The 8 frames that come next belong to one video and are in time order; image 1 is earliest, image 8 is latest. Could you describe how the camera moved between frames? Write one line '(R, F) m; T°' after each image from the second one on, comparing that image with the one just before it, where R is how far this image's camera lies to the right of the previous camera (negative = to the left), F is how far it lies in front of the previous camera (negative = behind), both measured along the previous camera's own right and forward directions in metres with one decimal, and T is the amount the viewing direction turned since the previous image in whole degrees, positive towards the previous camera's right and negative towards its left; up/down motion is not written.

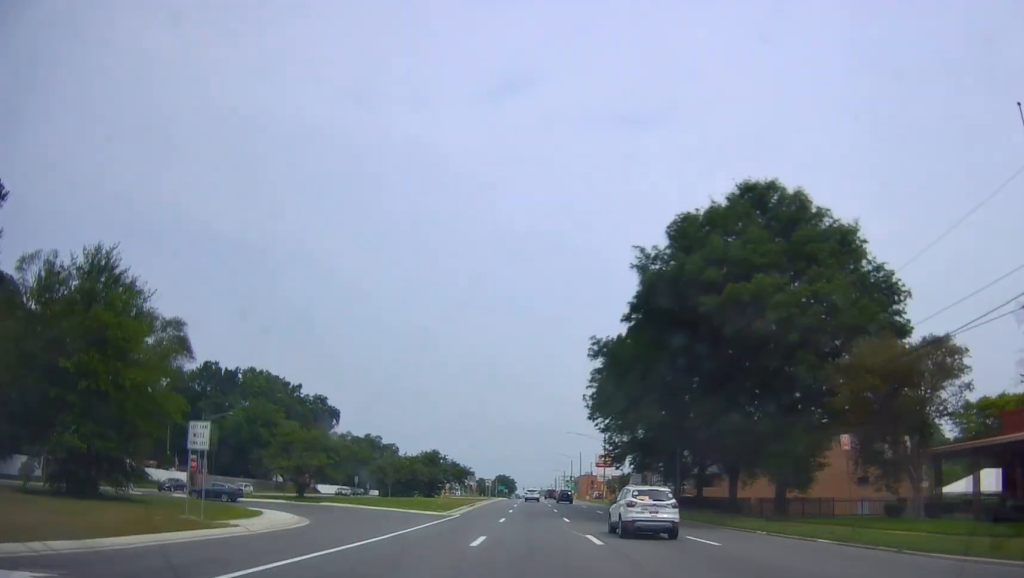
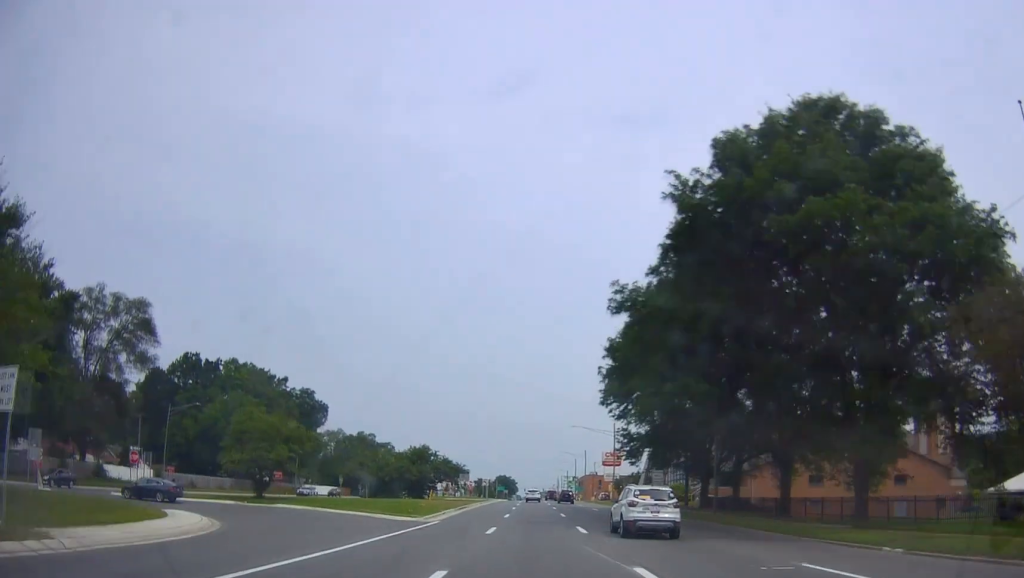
(+0.2, +9.9) m; +1°
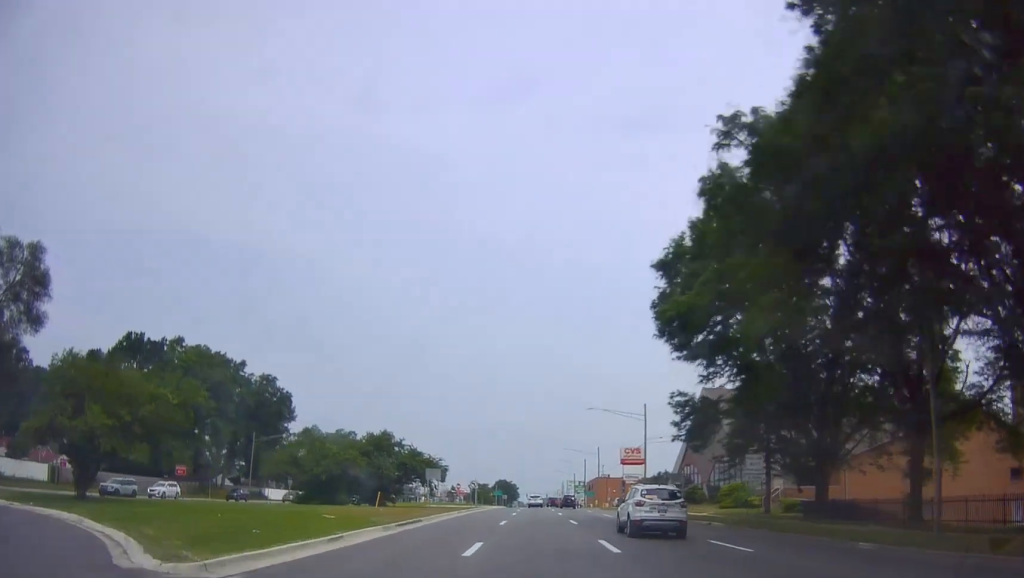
(-0.2, +23.1) m; -1°
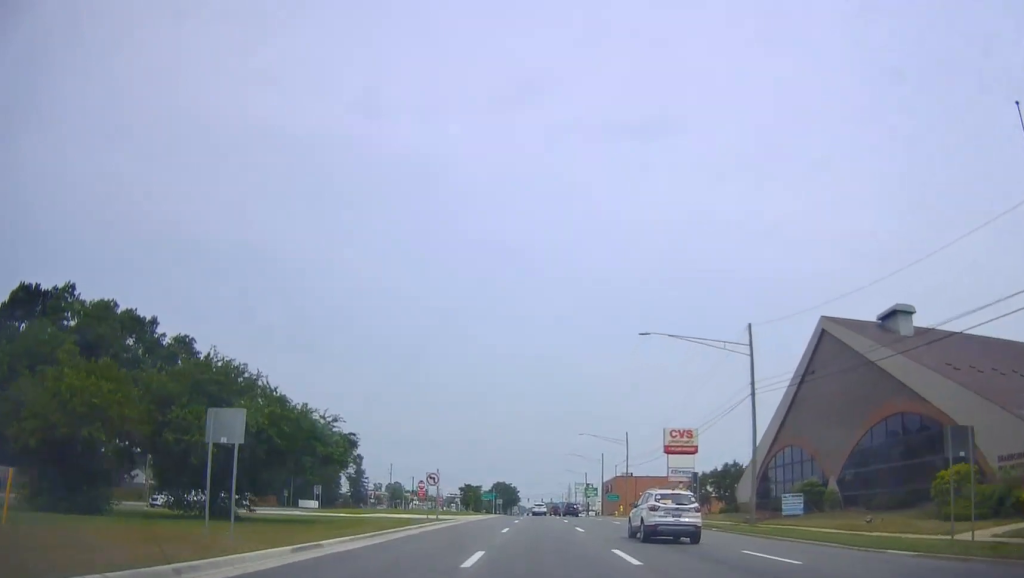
(+0.1, +32.7) m; -1°
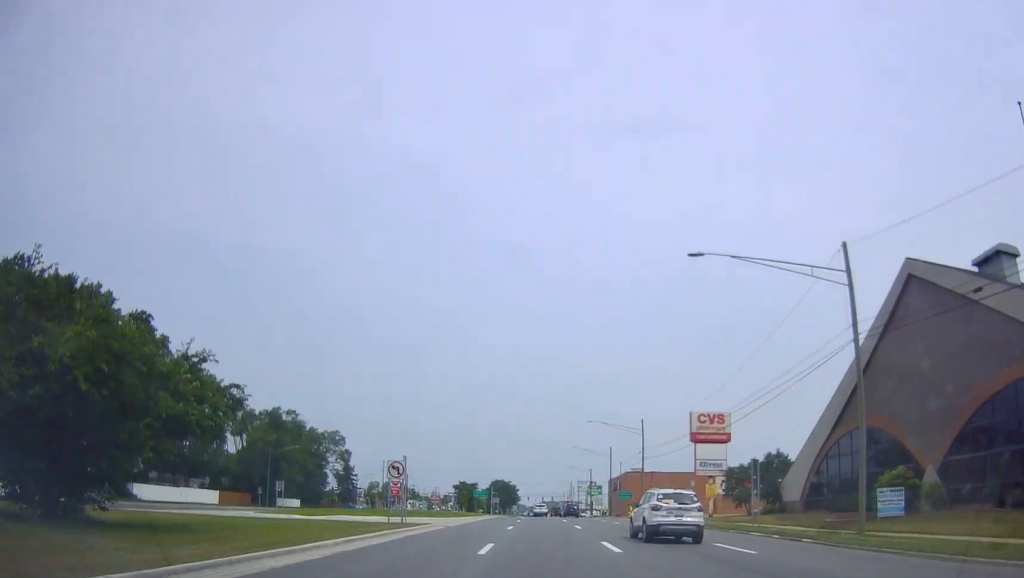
(-0.5, +11.9) m; 0°
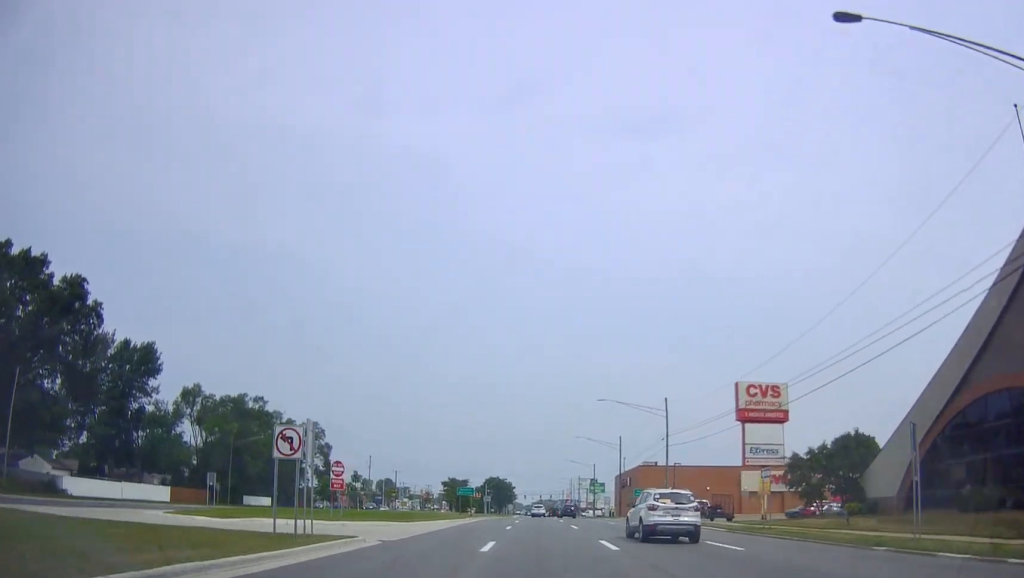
(+0.1, +14.3) m; +1°
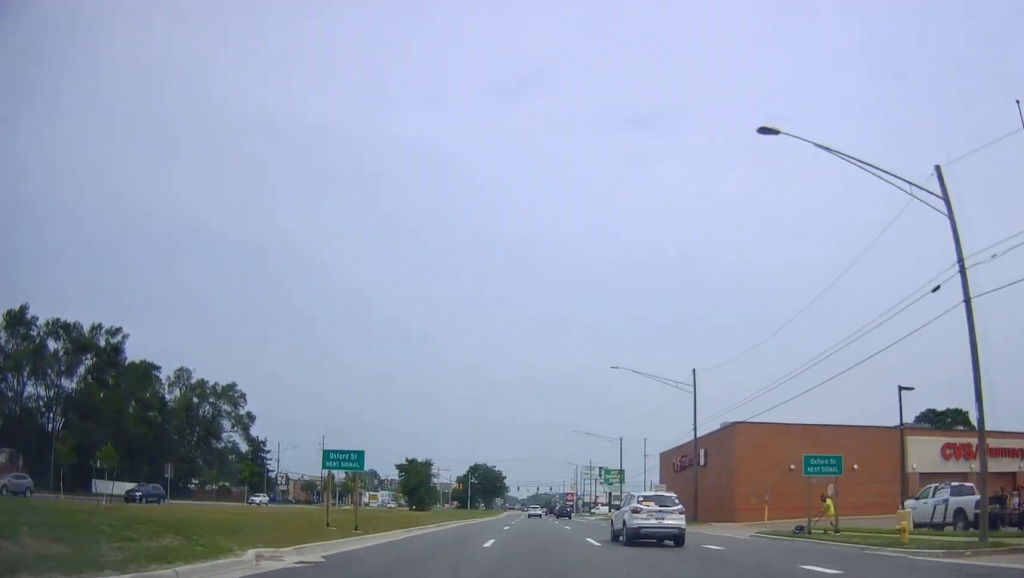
(+0.6, +42.4) m; 0°
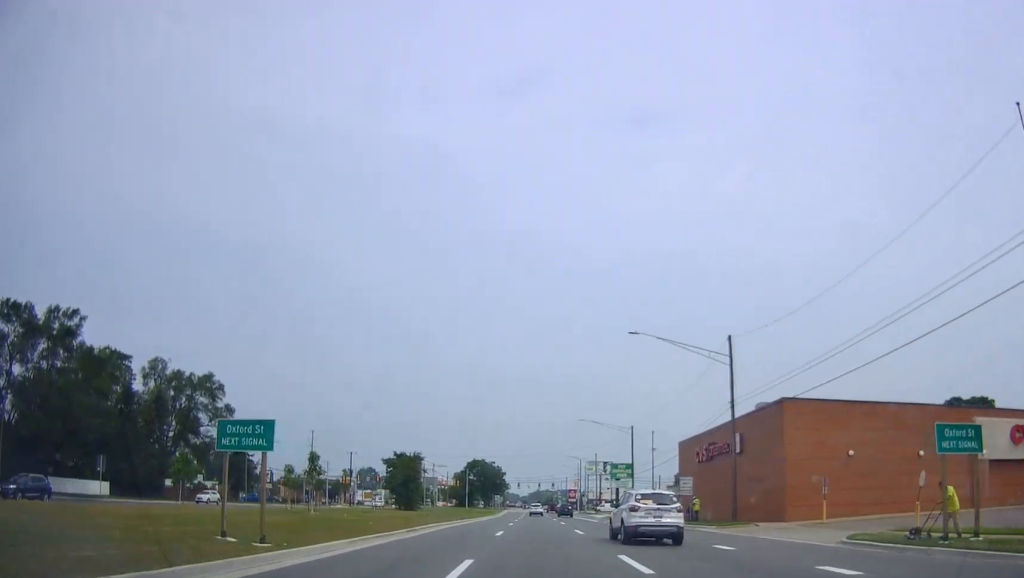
(0.0, +8.8) m; 0°
